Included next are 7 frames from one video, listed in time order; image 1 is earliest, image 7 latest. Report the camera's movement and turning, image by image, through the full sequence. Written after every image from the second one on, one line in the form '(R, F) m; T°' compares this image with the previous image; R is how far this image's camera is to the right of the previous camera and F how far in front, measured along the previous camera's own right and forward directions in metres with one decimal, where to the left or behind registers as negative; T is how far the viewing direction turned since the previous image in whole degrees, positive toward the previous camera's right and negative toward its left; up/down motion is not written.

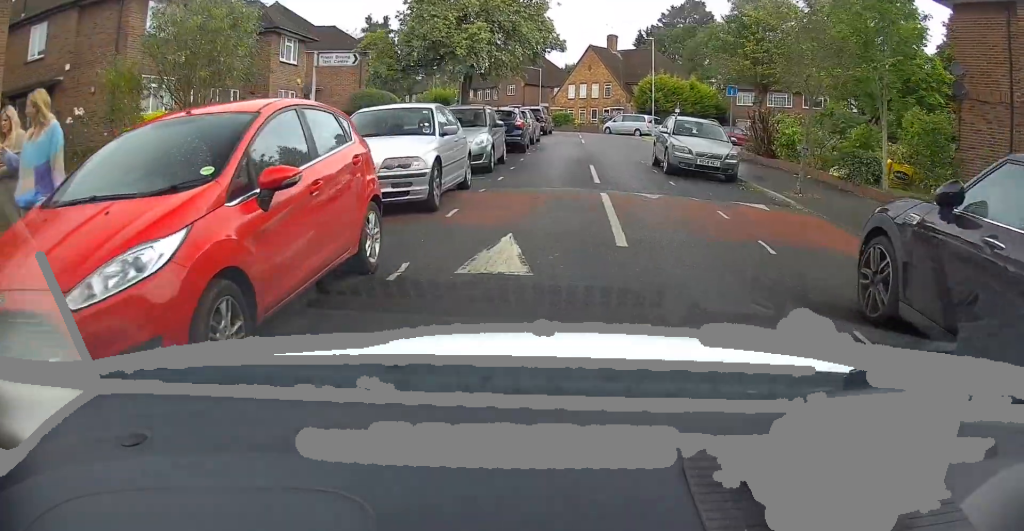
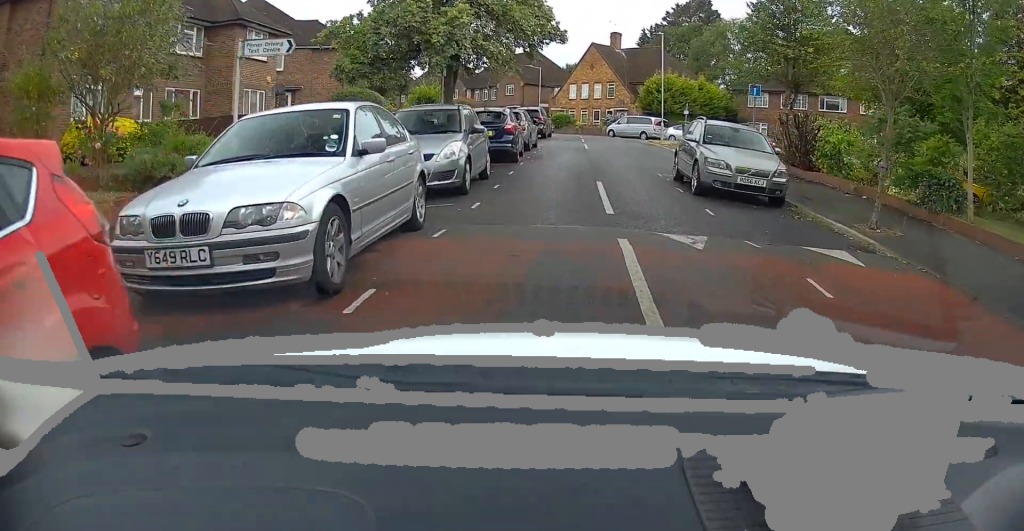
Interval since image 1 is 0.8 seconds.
(0.0, +3.7) m; -1°
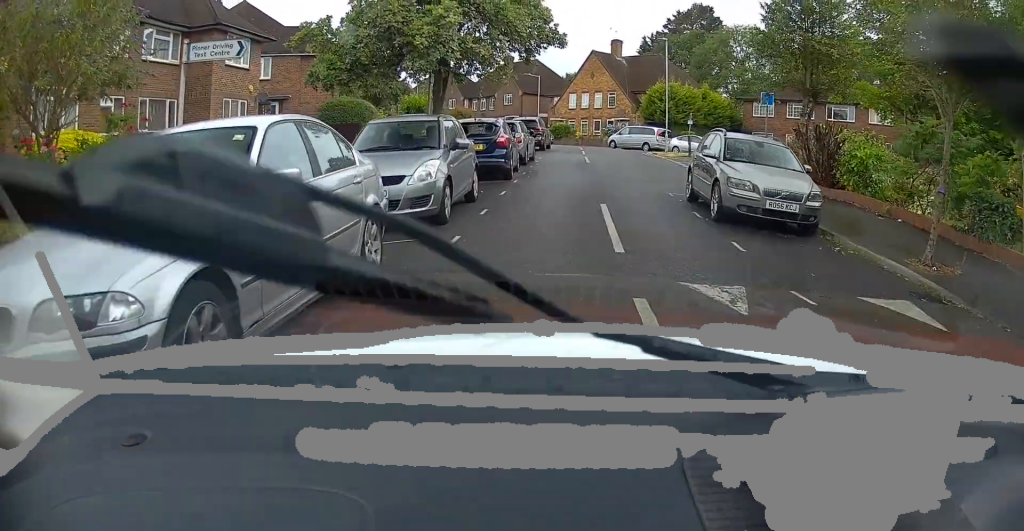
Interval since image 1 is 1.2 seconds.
(-0.1, +1.9) m; -1°
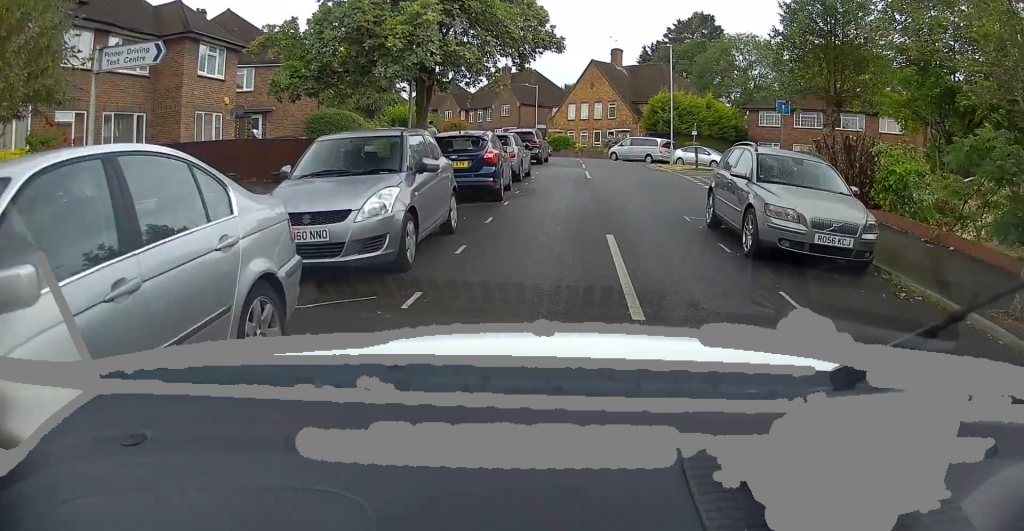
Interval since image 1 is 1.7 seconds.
(0.0, +2.1) m; 0°
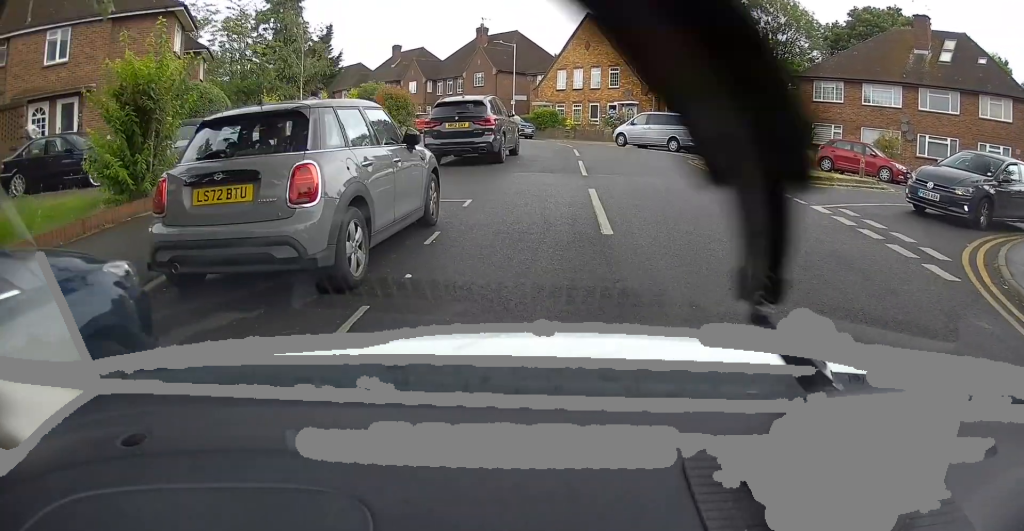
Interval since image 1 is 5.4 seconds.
(+0.6, +14.3) m; +2°
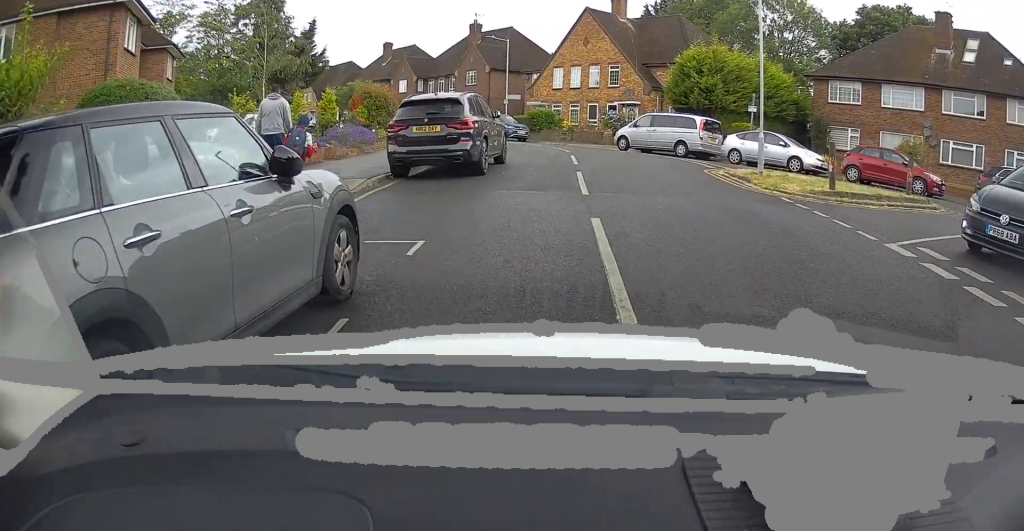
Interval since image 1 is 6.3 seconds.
(-0.1, +2.8) m; -2°
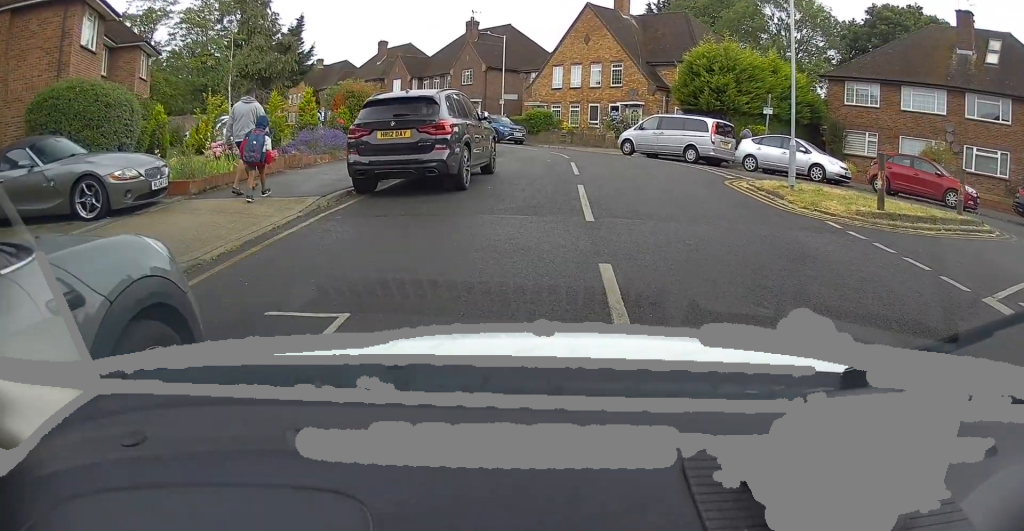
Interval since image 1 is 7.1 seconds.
(0.0, +2.2) m; +3°
